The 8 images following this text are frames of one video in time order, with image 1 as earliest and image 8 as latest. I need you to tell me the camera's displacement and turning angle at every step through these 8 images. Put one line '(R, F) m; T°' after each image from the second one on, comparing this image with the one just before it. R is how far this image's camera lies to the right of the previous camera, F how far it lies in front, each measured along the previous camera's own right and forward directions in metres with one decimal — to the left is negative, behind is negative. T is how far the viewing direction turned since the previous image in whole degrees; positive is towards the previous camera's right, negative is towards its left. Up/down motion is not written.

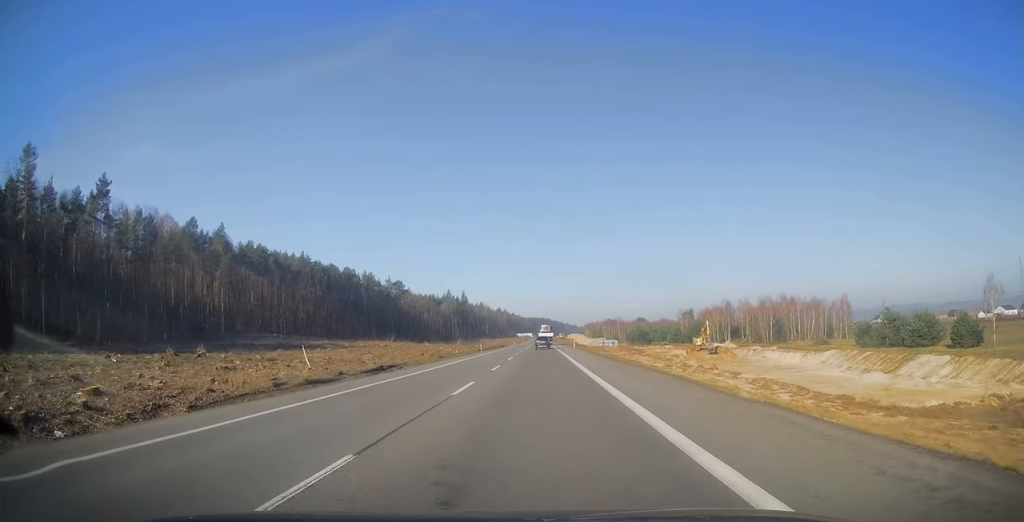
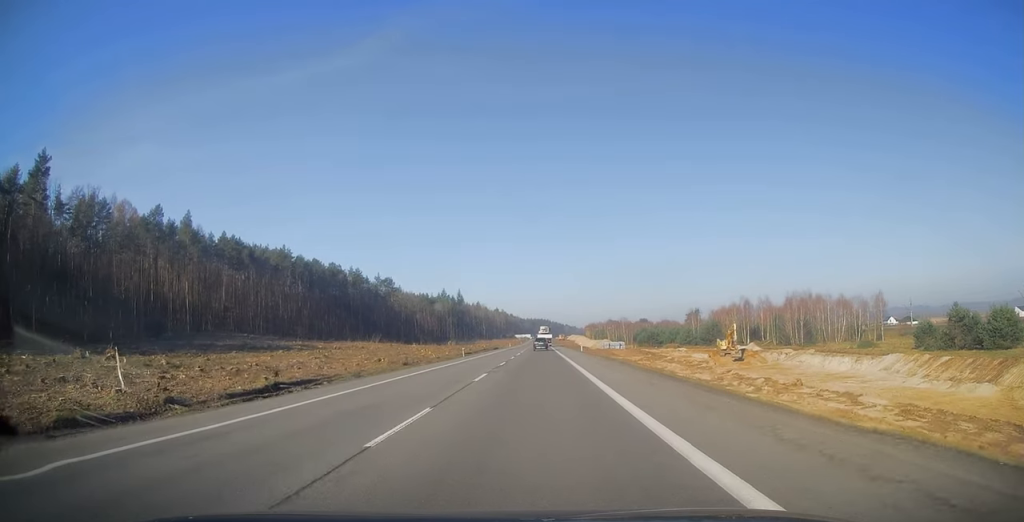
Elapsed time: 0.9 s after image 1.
(+0.1, +18.2) m; 0°
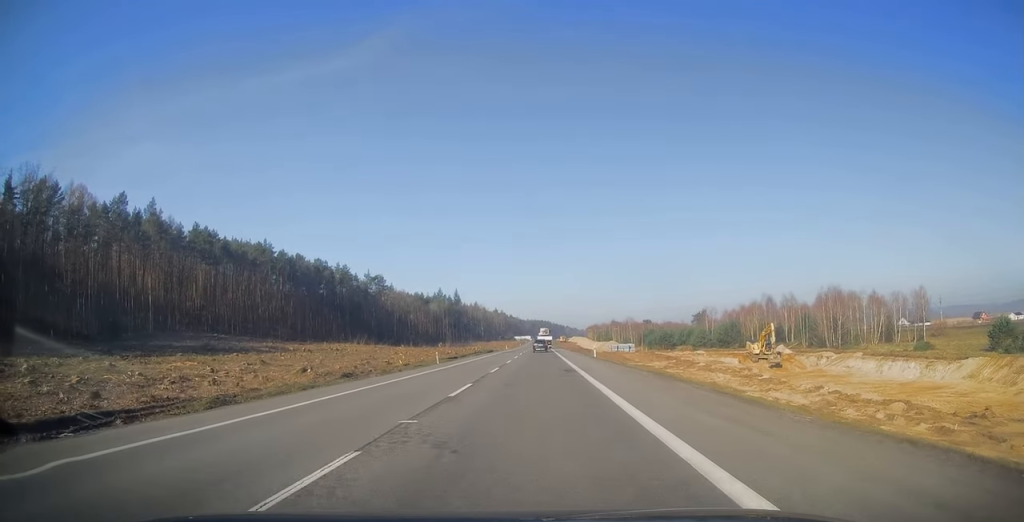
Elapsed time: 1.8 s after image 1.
(-0.1, +18.5) m; -1°
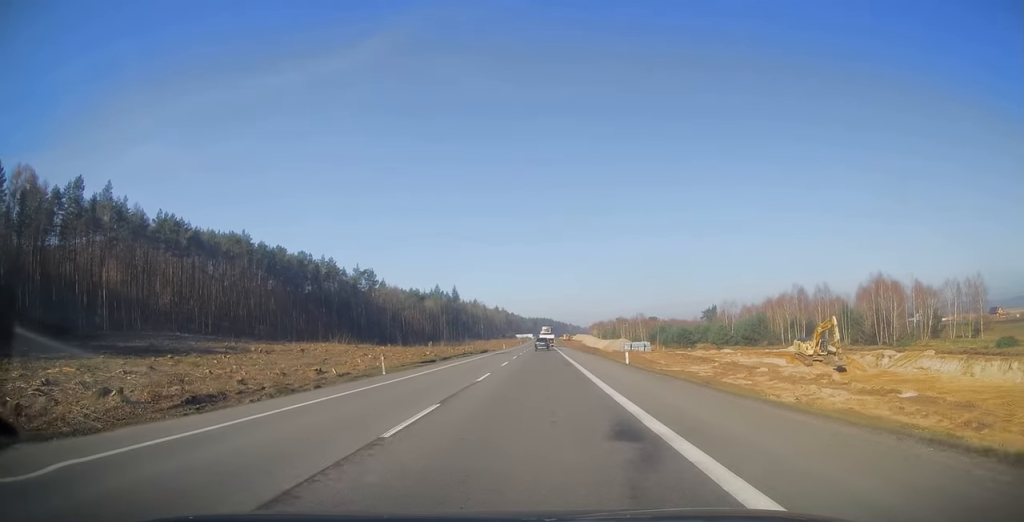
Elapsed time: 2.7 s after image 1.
(-0.2, +20.2) m; -1°
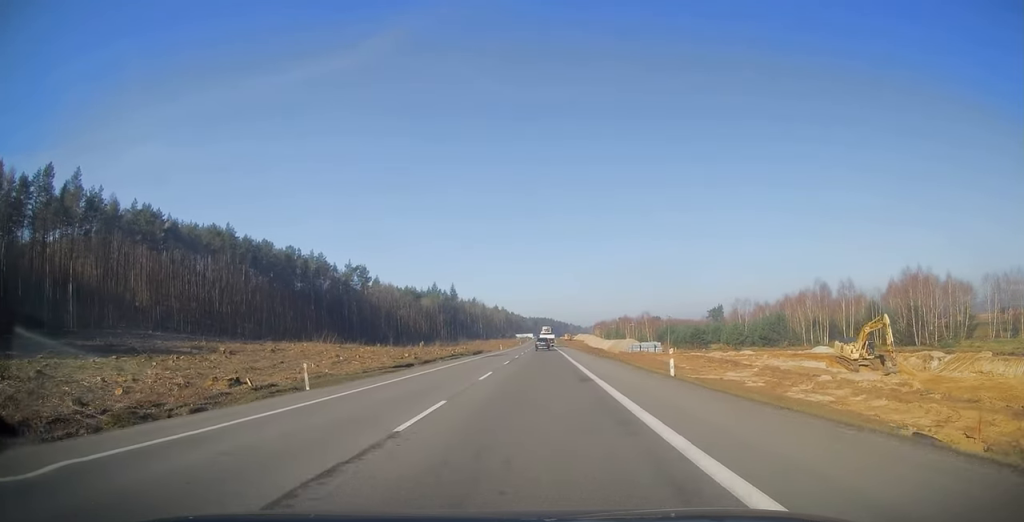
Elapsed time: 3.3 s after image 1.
(-0.1, +11.9) m; 0°
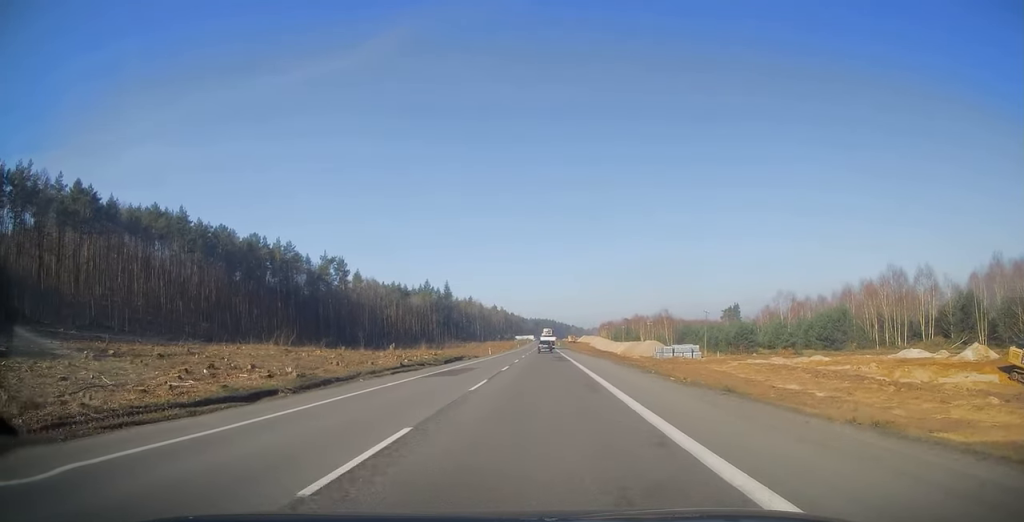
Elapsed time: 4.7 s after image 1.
(+0.2, +27.5) m; +1°
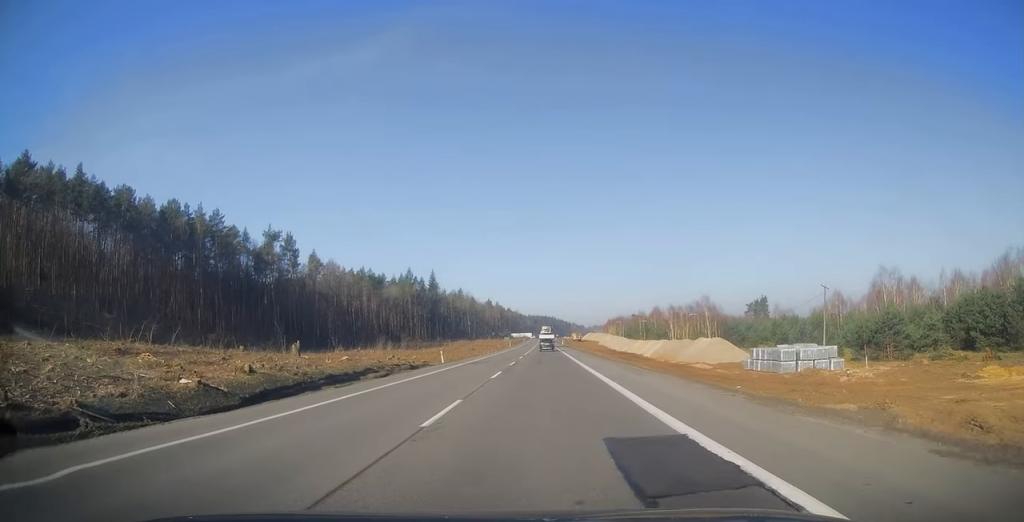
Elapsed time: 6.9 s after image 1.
(+0.3, +46.8) m; 0°
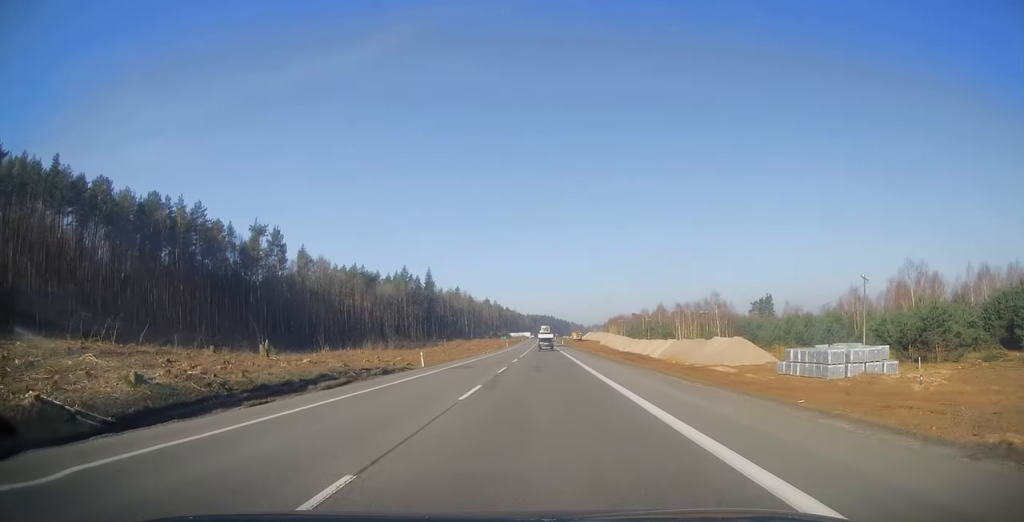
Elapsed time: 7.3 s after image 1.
(0.0, +8.5) m; 0°
